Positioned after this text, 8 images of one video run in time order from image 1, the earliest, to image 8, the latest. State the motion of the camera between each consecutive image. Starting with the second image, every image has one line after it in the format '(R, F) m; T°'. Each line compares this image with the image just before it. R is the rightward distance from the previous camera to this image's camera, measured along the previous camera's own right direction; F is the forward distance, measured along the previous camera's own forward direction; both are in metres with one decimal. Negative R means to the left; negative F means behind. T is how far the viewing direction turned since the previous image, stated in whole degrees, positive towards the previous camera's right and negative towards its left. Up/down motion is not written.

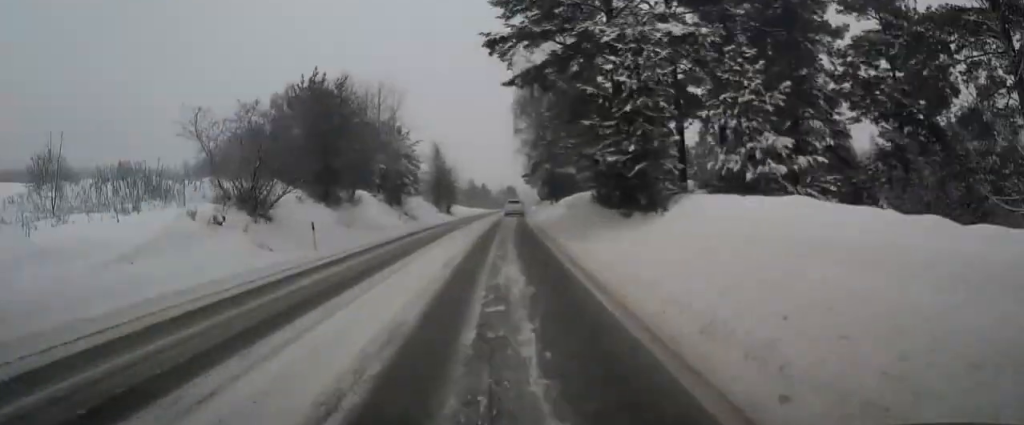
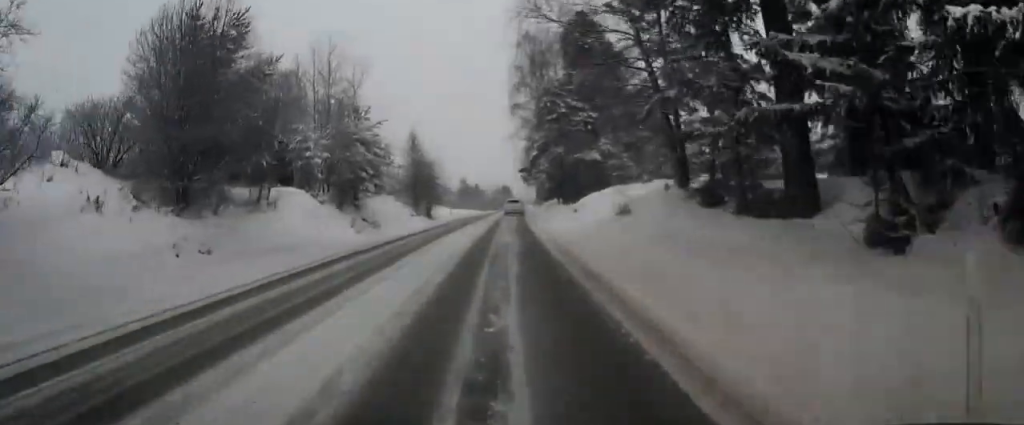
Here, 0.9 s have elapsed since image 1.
(+0.2, +15.4) m; +1°
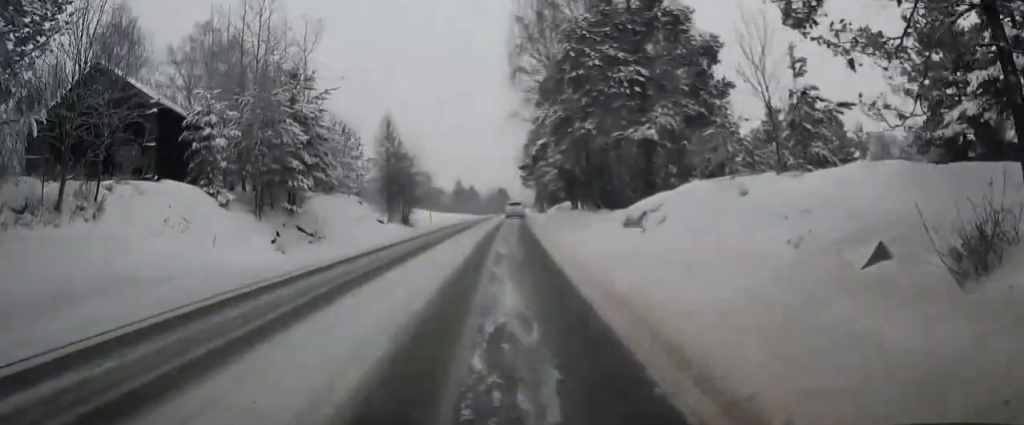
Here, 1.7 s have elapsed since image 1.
(+0.1, +13.1) m; 0°
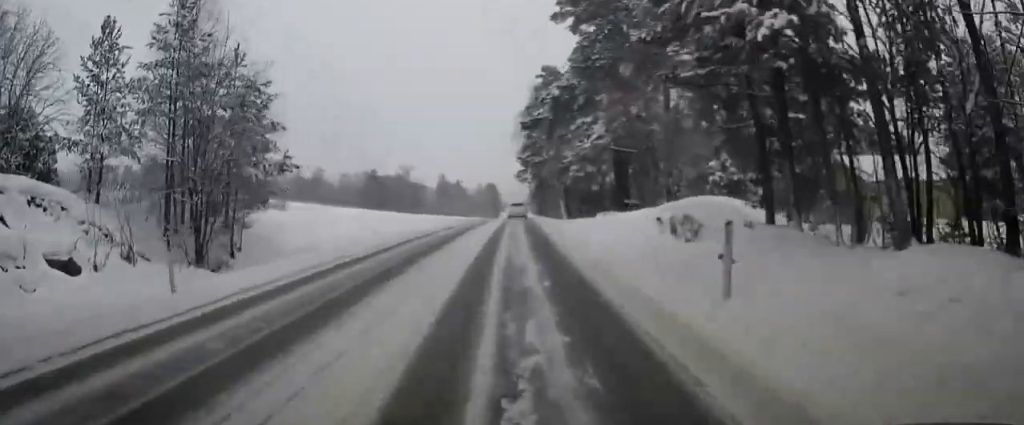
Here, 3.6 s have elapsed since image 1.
(+0.2, +33.2) m; +1°
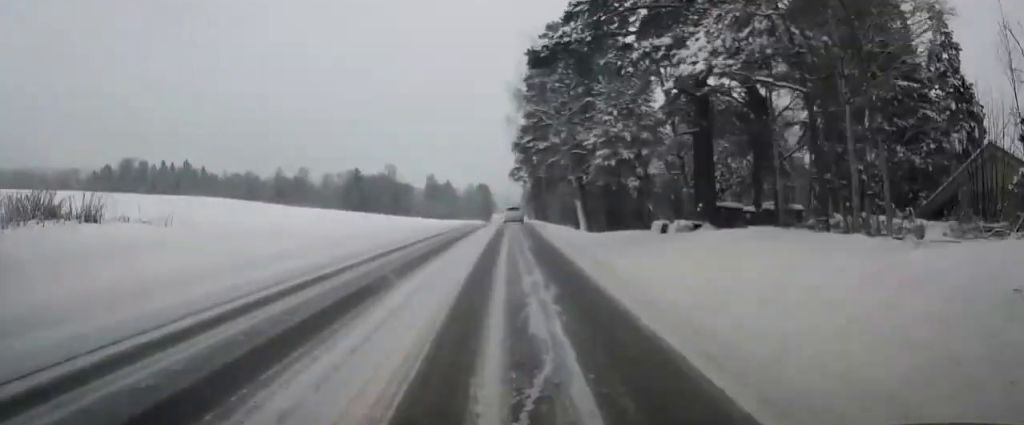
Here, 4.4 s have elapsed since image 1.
(+0.1, +14.3) m; +1°
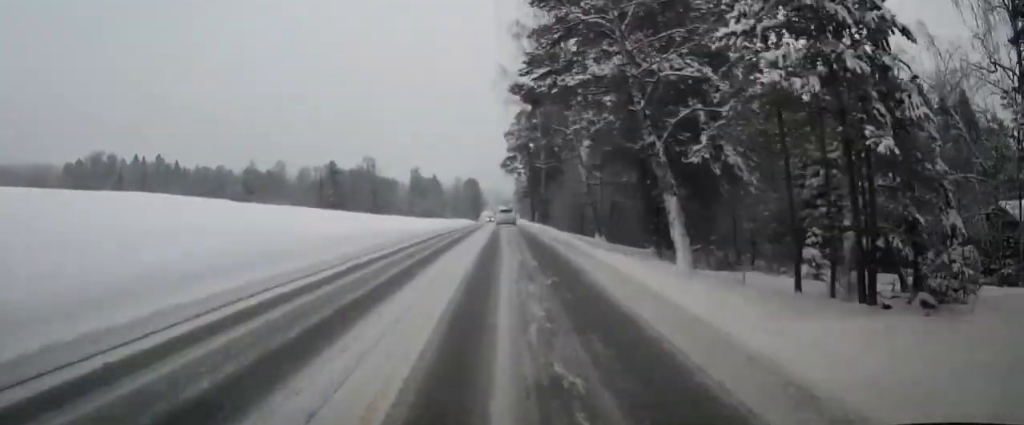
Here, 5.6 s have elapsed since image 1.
(+0.1, +19.6) m; +1°
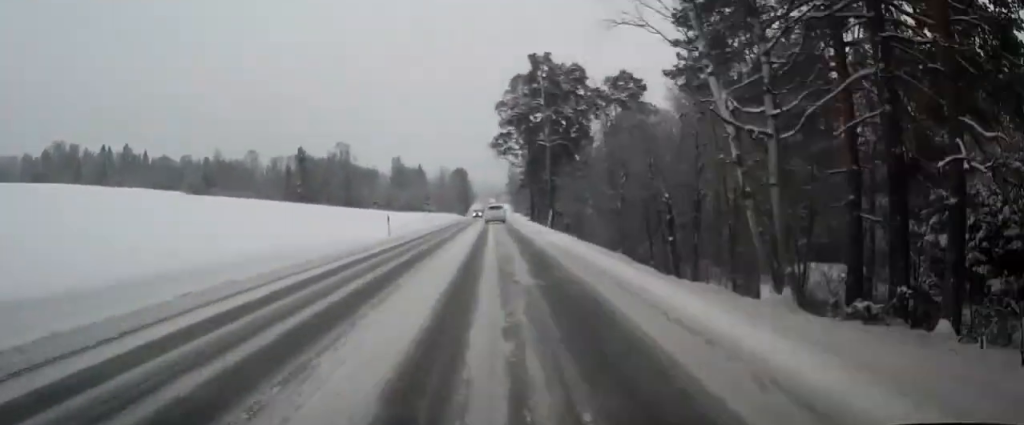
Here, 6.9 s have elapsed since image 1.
(+0.2, +22.6) m; +1°
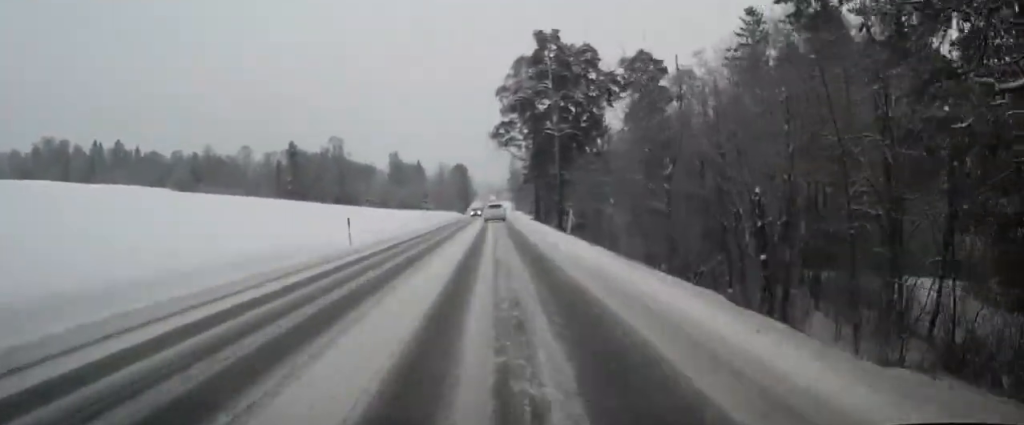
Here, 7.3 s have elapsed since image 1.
(0.0, +8.1) m; 0°
